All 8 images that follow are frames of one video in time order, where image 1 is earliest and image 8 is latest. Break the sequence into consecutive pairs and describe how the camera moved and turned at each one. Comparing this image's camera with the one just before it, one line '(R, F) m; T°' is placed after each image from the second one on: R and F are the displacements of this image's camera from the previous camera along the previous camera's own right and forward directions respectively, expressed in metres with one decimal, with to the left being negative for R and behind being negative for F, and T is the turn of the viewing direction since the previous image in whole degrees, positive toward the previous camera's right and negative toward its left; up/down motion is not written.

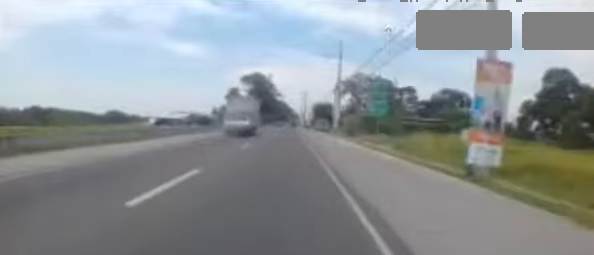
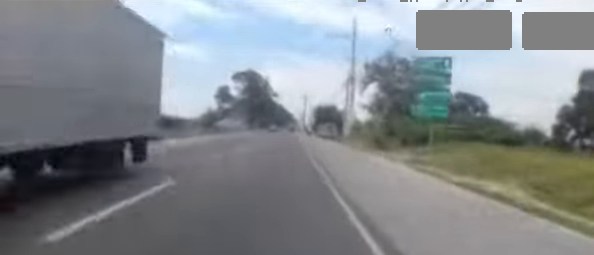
(0.0, +10.8) m; 0°
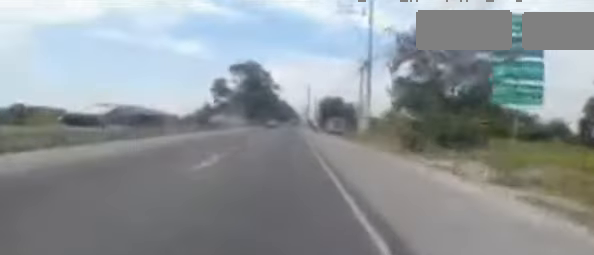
(0.0, +6.0) m; 0°
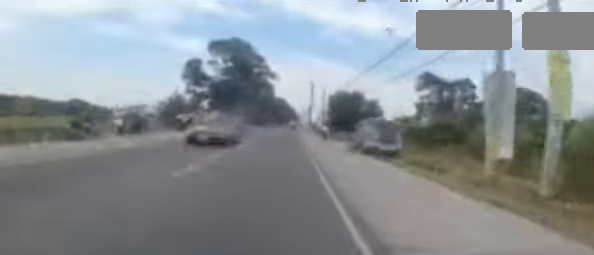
(0.0, +17.9) m; 0°
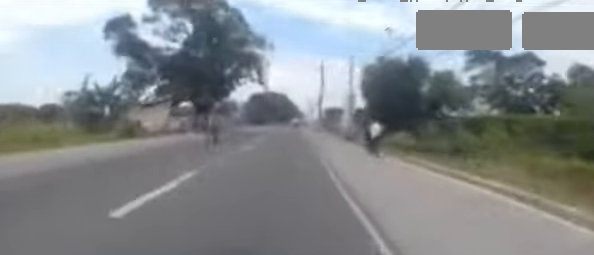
(0.0, +20.9) m; 0°
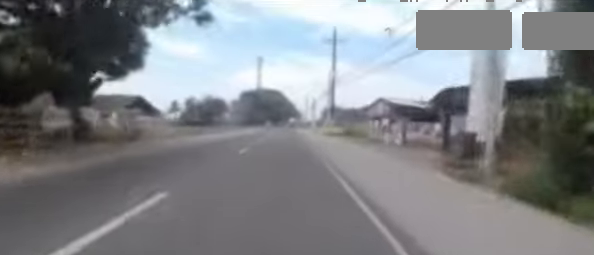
(0.0, +19.5) m; 0°
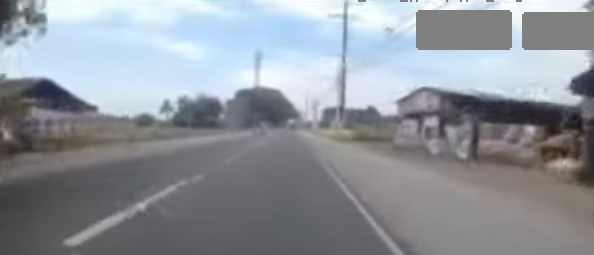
(0.0, +7.7) m; 0°
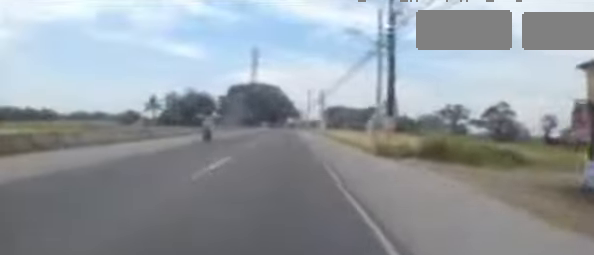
(0.0, +14.5) m; 0°
